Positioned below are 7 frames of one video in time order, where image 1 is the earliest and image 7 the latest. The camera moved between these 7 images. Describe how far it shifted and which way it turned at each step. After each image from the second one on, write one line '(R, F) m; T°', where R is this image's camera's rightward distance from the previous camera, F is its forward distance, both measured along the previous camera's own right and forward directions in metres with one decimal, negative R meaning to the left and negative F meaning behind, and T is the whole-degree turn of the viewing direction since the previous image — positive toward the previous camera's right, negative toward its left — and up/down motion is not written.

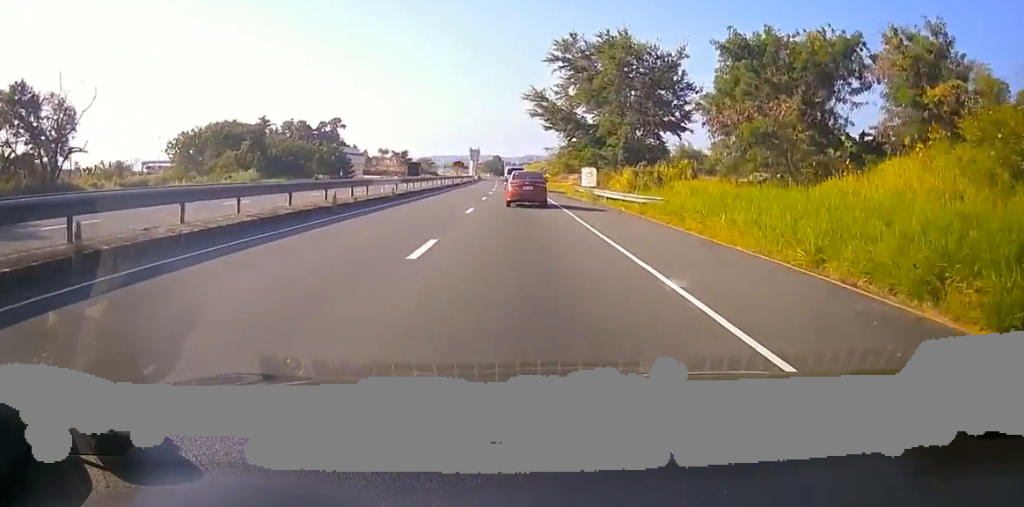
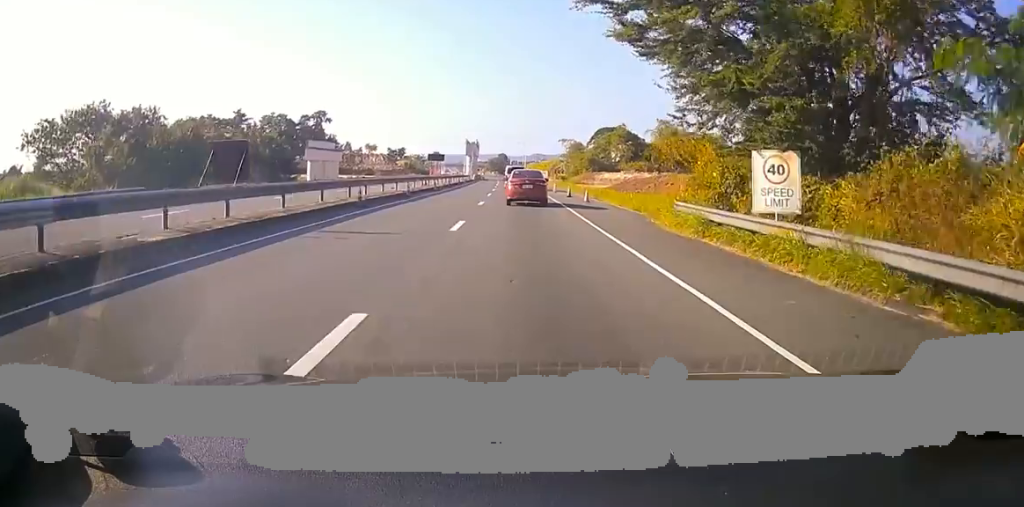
(+1.2, +31.2) m; 0°
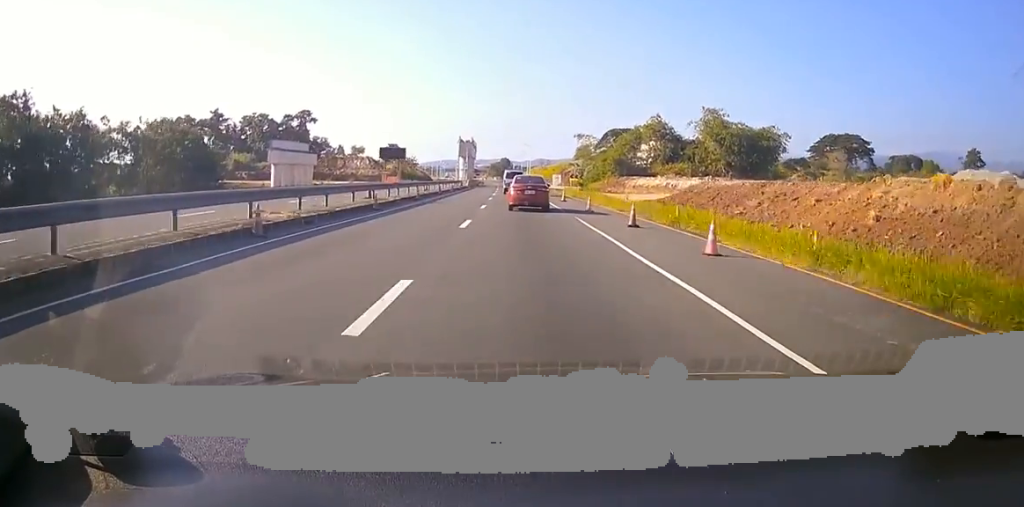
(-1.3, +21.4) m; -3°
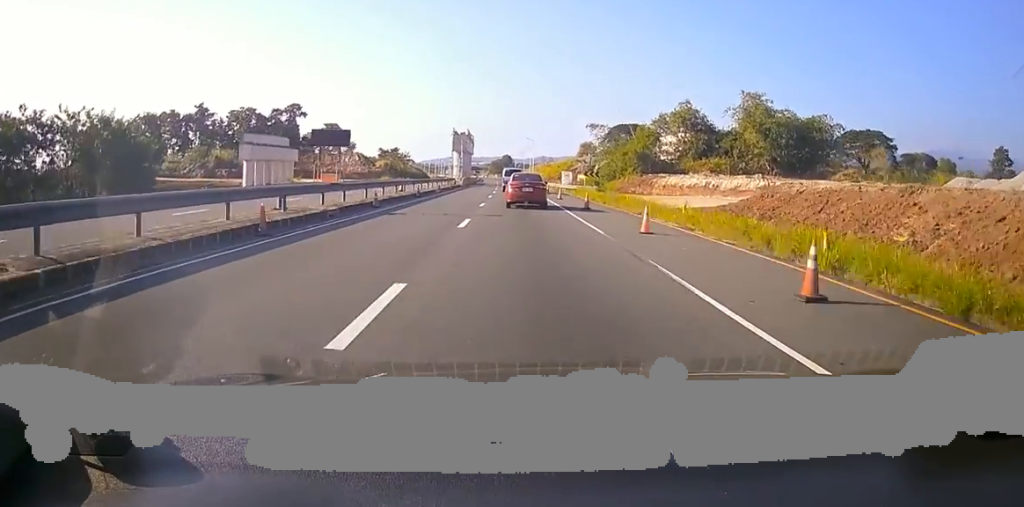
(+0.2, +12.3) m; 0°
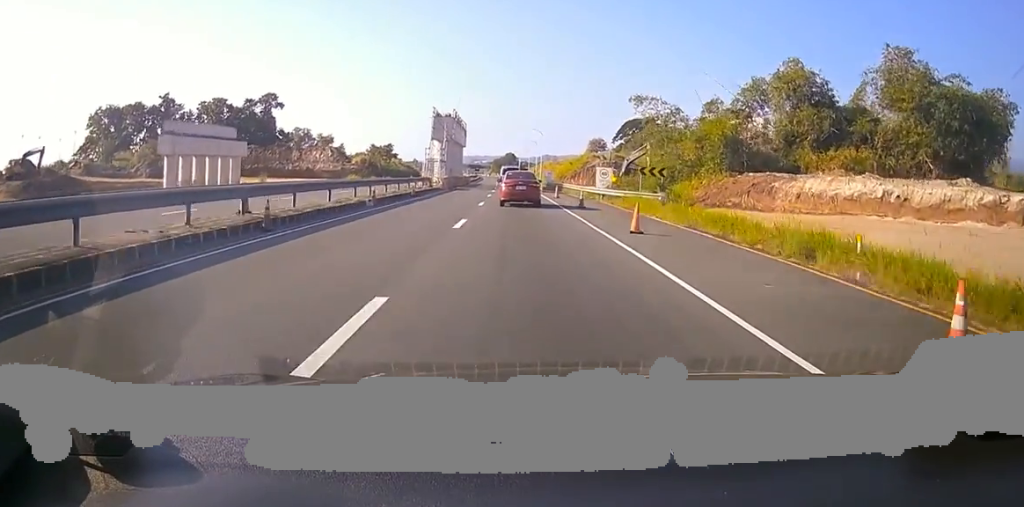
(-0.3, +24.8) m; +1°
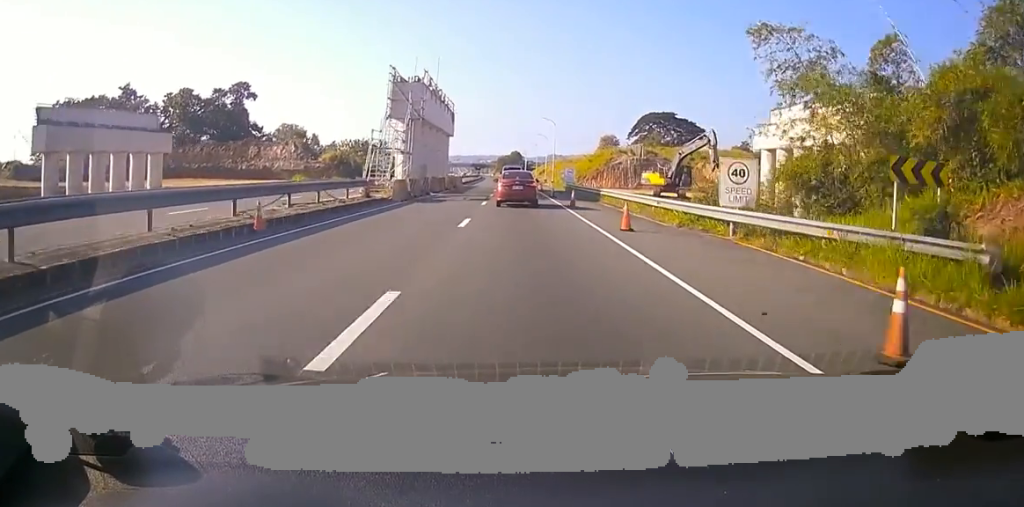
(+0.7, +23.9) m; 0°
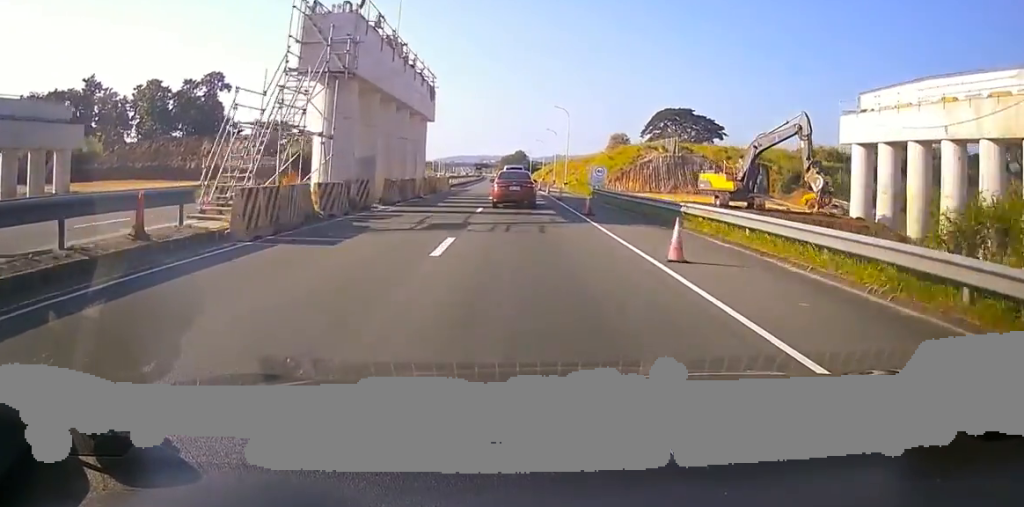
(-0.4, +17.9) m; -1°
